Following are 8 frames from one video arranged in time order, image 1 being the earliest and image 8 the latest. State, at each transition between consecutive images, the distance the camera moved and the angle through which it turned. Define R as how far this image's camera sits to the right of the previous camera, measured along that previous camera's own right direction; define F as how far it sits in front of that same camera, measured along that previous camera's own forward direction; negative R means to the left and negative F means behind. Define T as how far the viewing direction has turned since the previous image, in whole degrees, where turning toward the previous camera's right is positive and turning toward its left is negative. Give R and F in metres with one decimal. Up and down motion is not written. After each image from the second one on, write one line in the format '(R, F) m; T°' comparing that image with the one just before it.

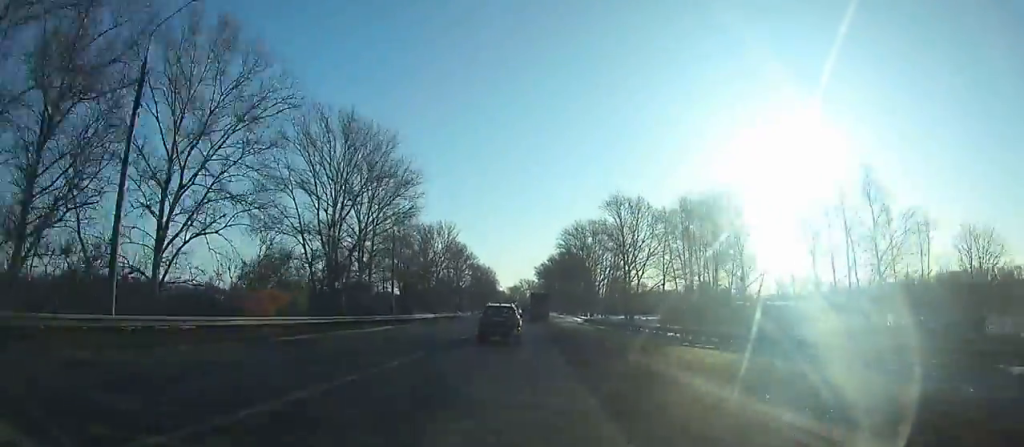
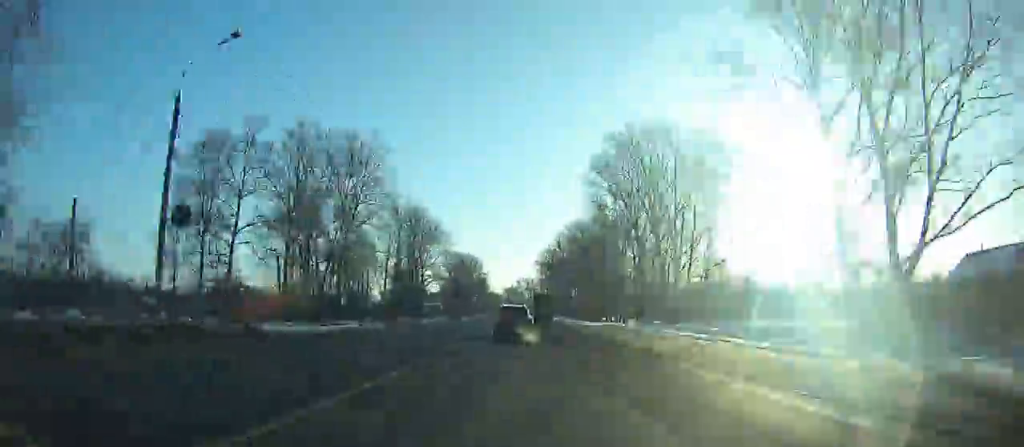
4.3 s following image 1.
(-0.1, +79.8) m; 0°
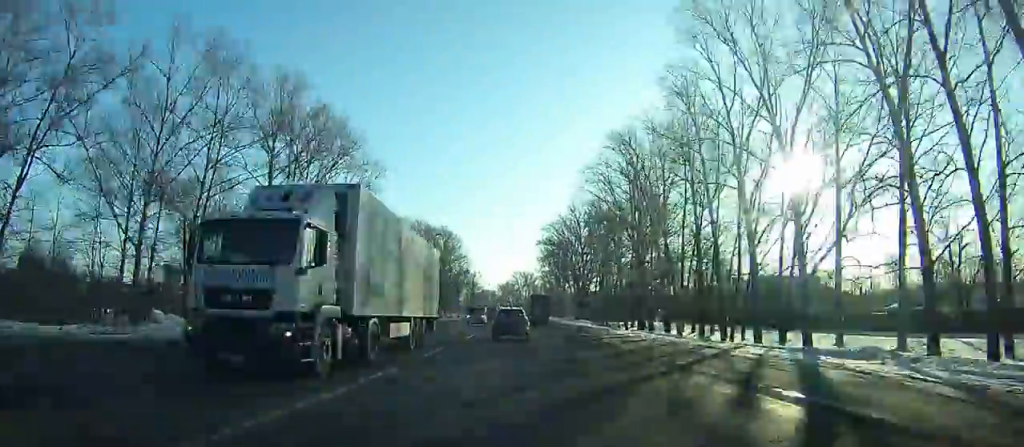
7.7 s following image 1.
(+0.3, +65.0) m; 0°
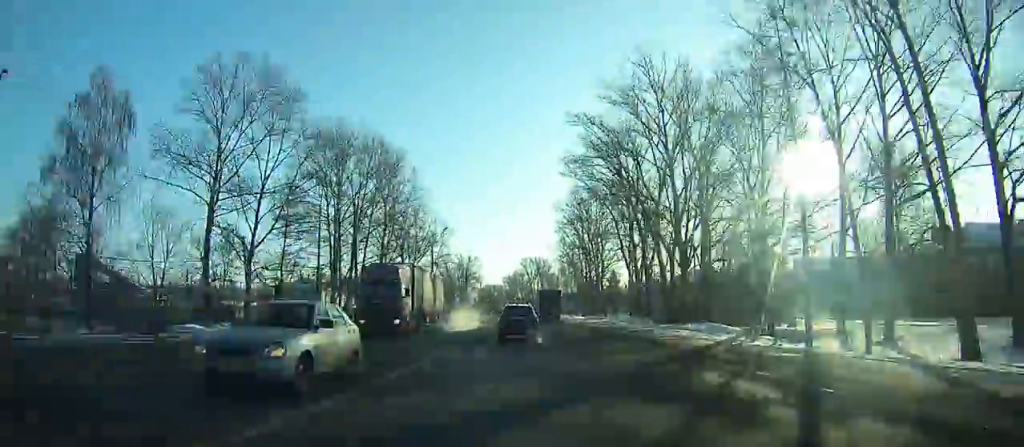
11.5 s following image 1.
(-0.3, +73.7) m; -1°
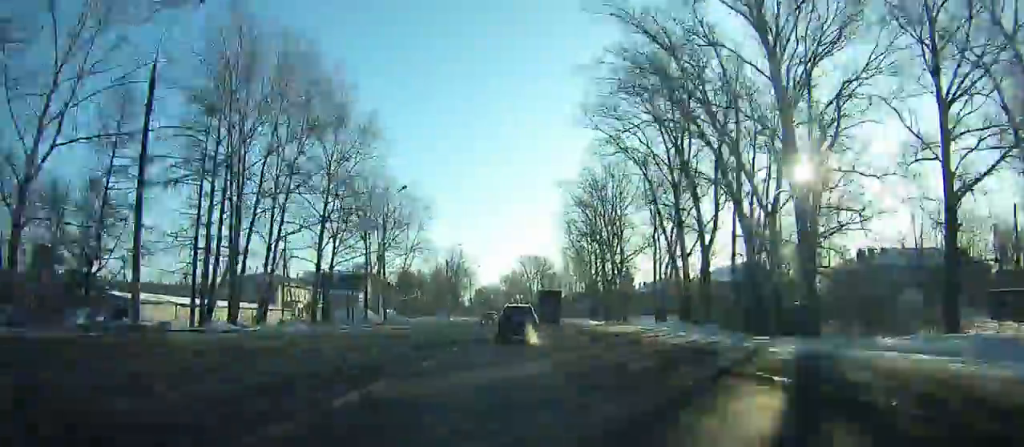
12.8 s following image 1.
(-0.1, +25.3) m; 0°
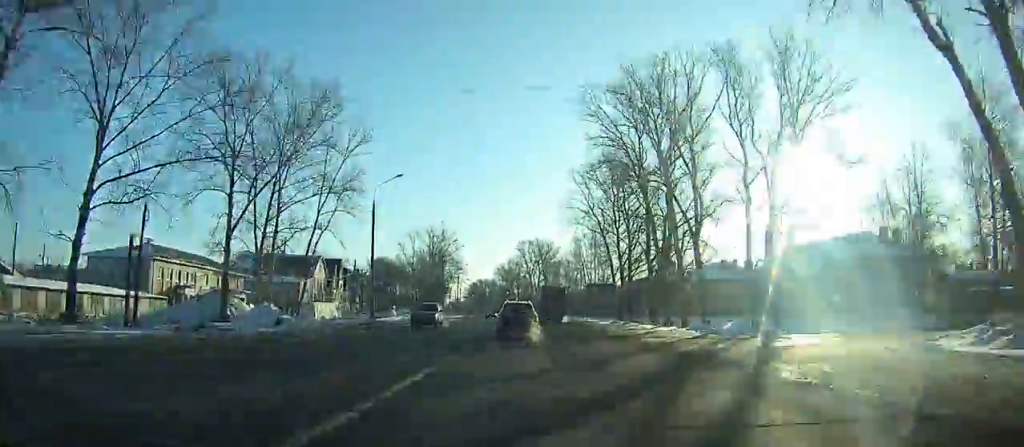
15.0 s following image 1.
(+0.1, +42.3) m; 0°
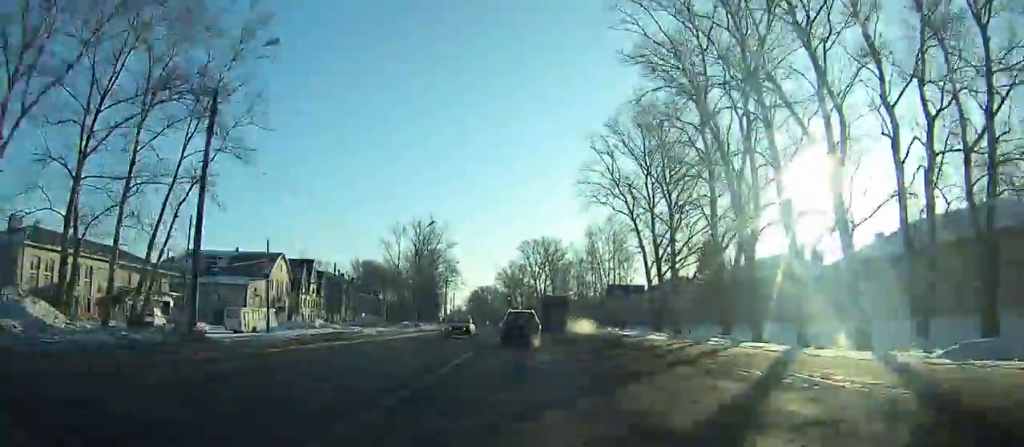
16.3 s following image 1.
(0.0, +24.8) m; 0°
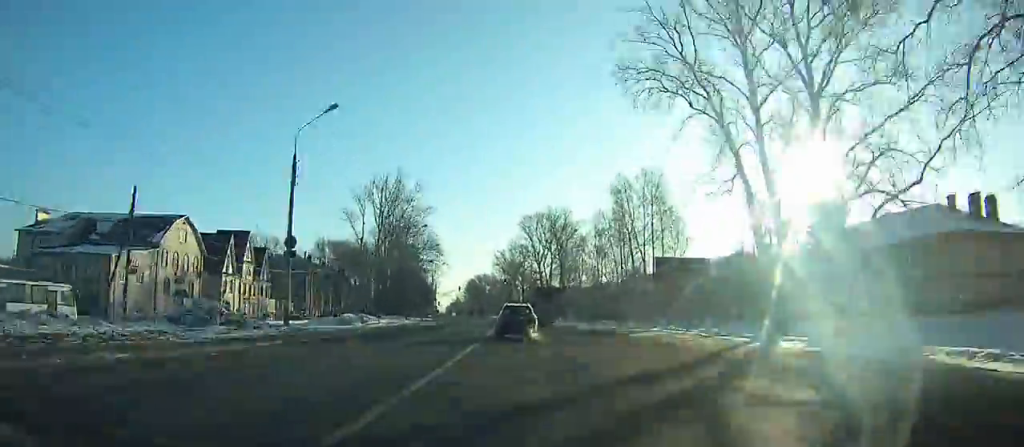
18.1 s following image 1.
(+0.1, +34.1) m; -1°
